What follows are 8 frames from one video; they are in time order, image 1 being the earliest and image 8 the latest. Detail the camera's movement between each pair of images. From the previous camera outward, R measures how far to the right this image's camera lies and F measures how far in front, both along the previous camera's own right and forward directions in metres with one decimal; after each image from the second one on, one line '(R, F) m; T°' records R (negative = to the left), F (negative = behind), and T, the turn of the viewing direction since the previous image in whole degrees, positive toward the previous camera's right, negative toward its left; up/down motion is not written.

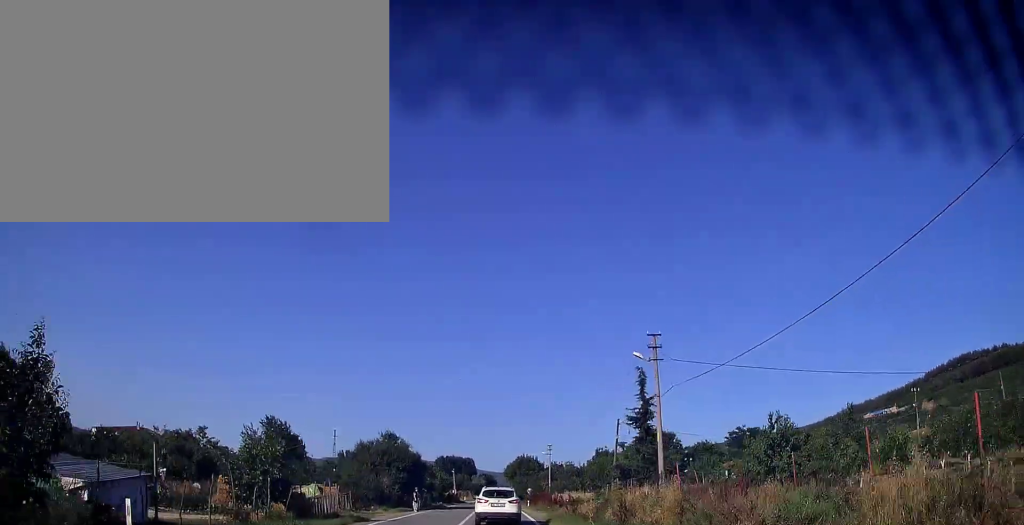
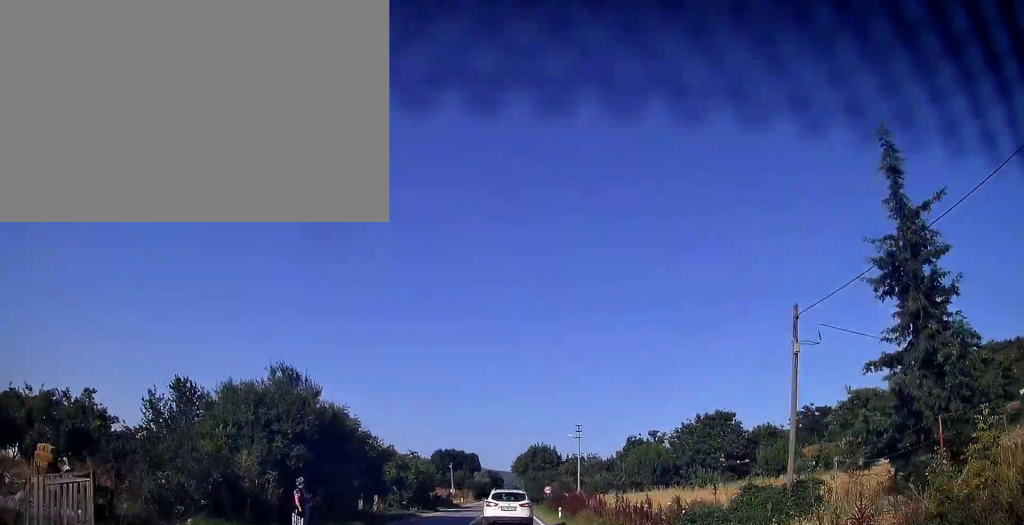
(-0.4, +24.1) m; -1°
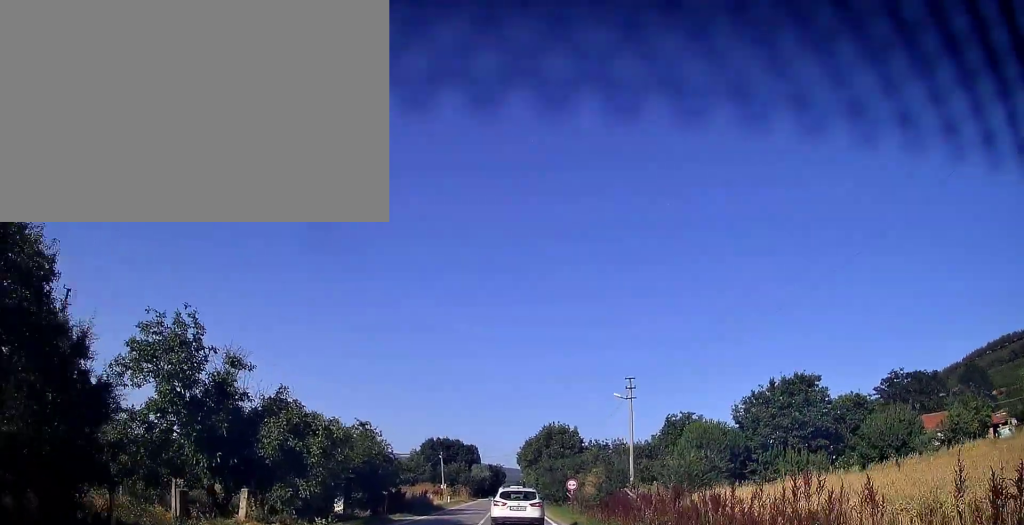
(+0.1, +22.4) m; 0°
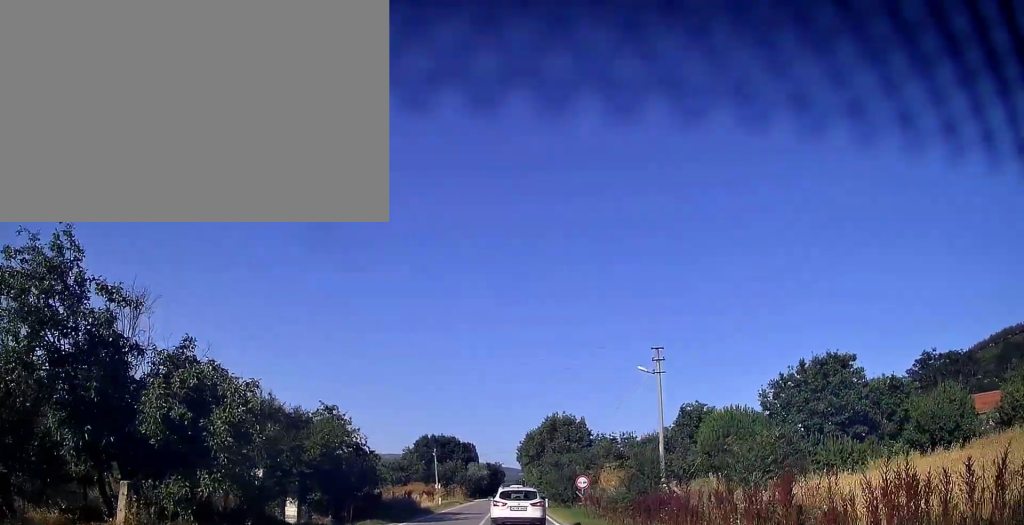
(-0.1, +7.0) m; 0°
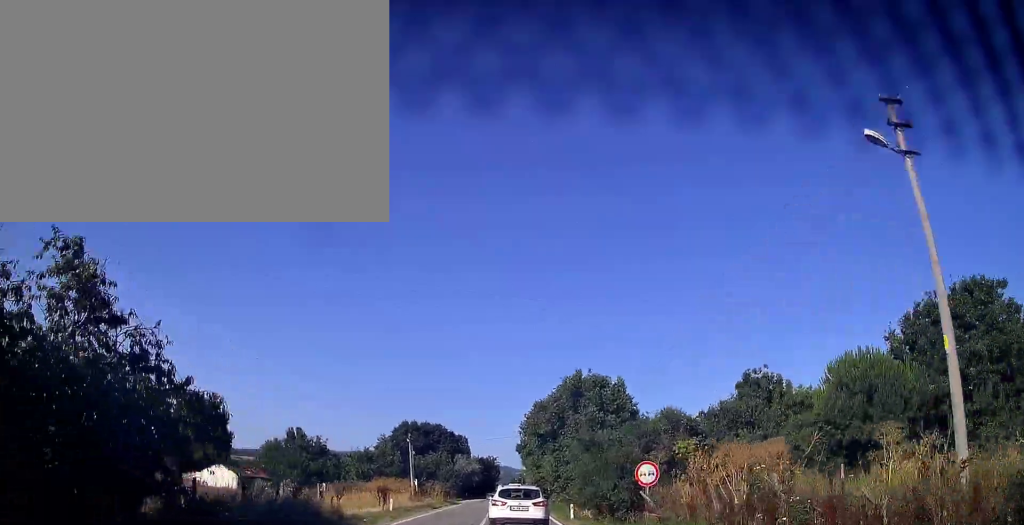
(+0.1, +19.9) m; +1°
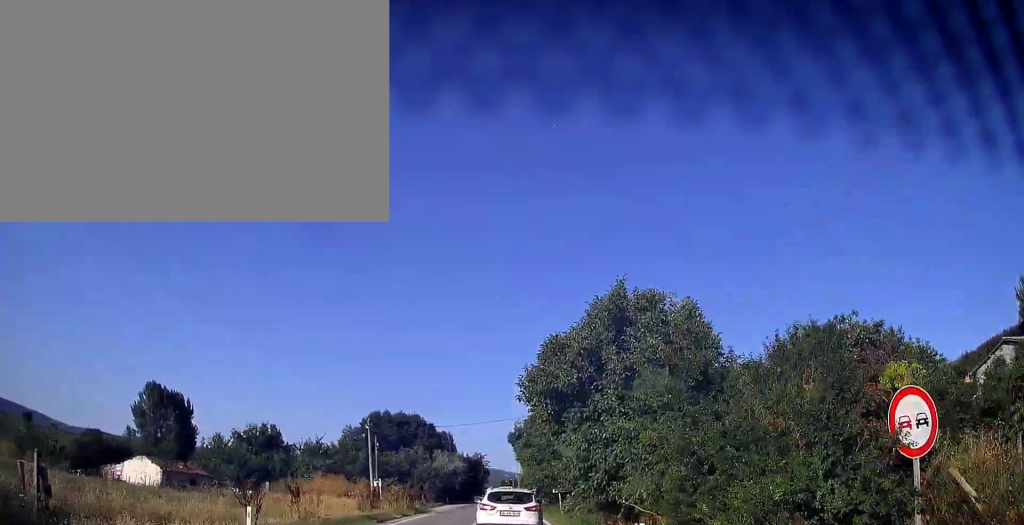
(+0.1, +15.8) m; +1°
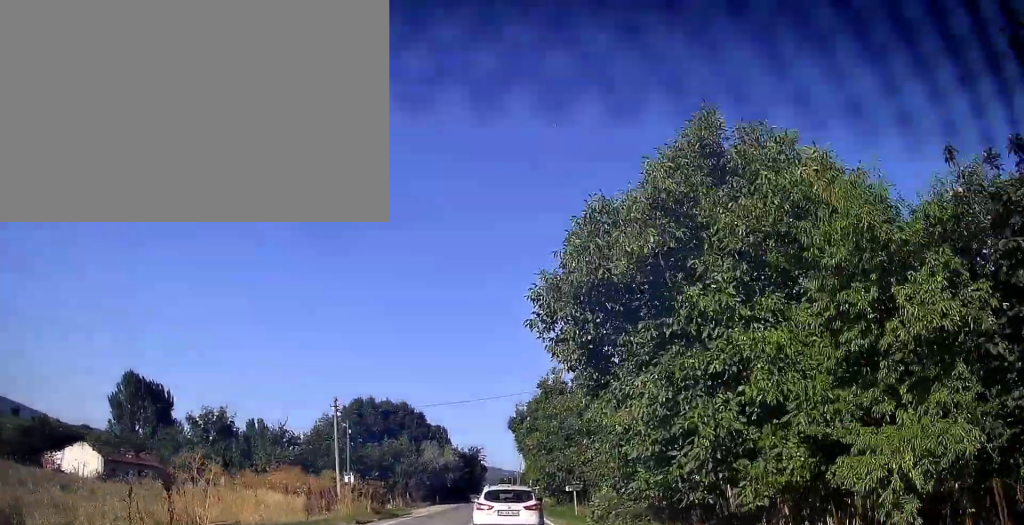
(0.0, +9.9) m; 0°
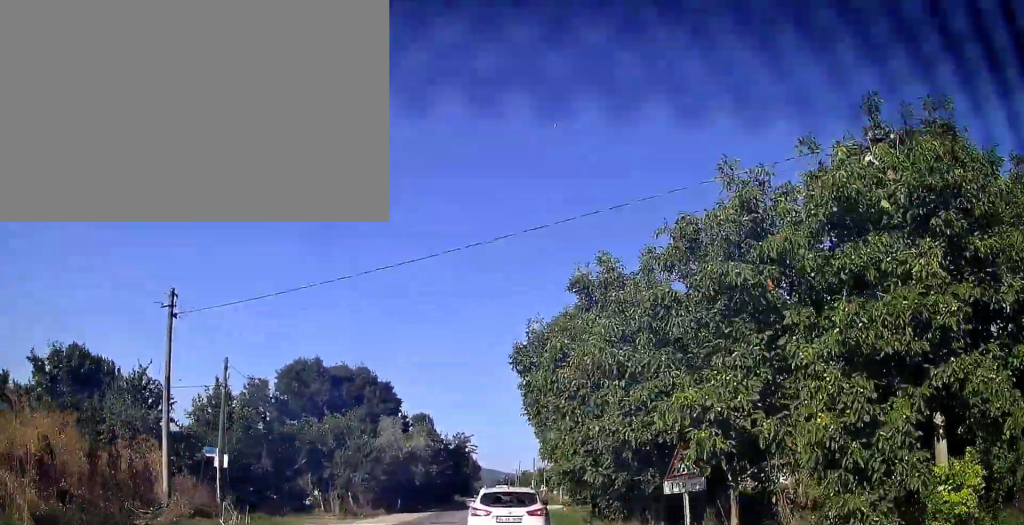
(+0.1, +20.8) m; 0°
